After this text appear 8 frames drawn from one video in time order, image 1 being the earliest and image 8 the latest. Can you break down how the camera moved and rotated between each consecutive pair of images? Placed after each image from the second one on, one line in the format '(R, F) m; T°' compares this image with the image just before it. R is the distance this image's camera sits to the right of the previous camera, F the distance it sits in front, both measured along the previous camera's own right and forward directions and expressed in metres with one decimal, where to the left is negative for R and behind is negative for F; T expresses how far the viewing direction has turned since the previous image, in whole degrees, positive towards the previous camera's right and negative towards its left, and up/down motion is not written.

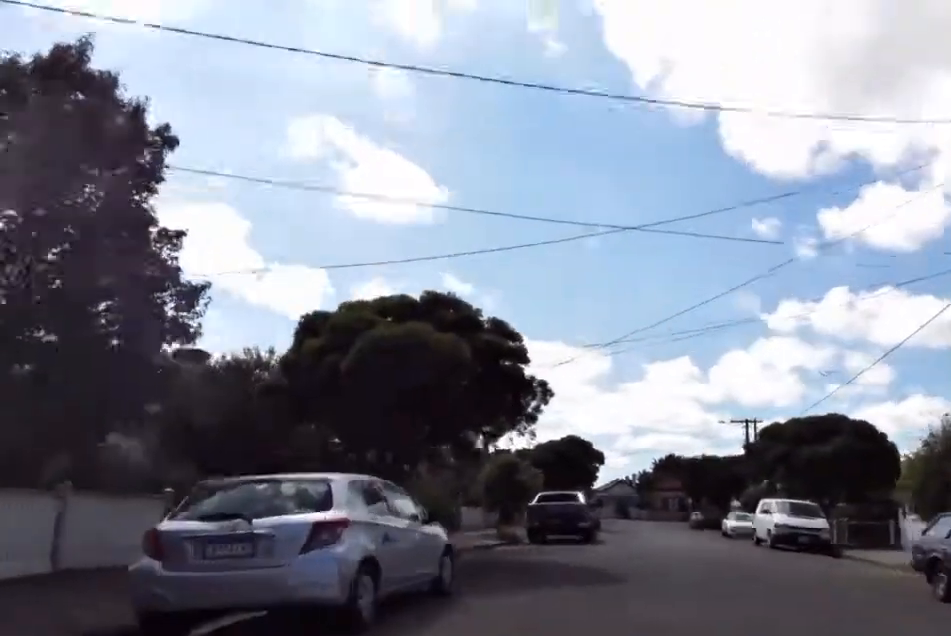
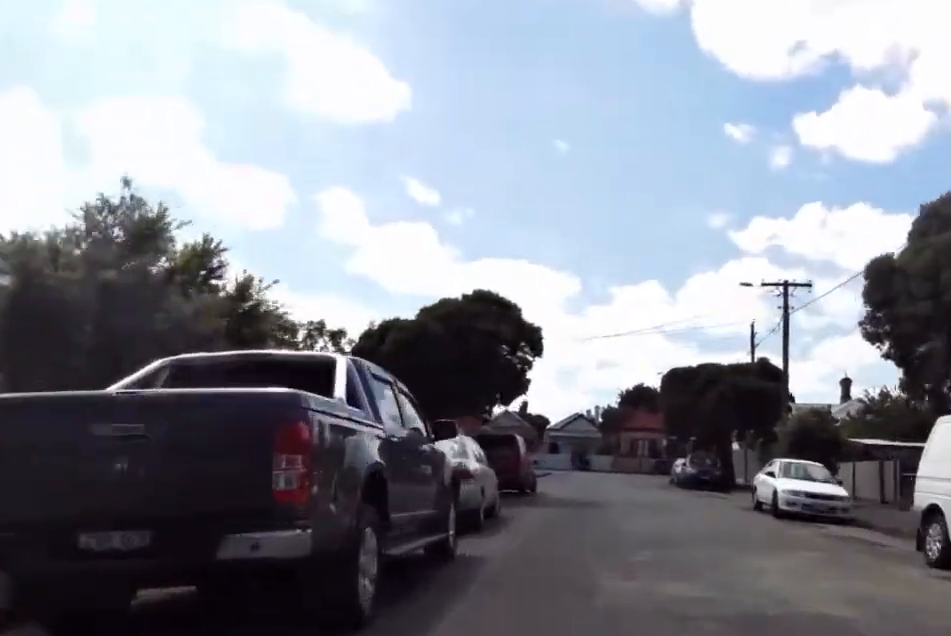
(+0.1, +18.0) m; -1°
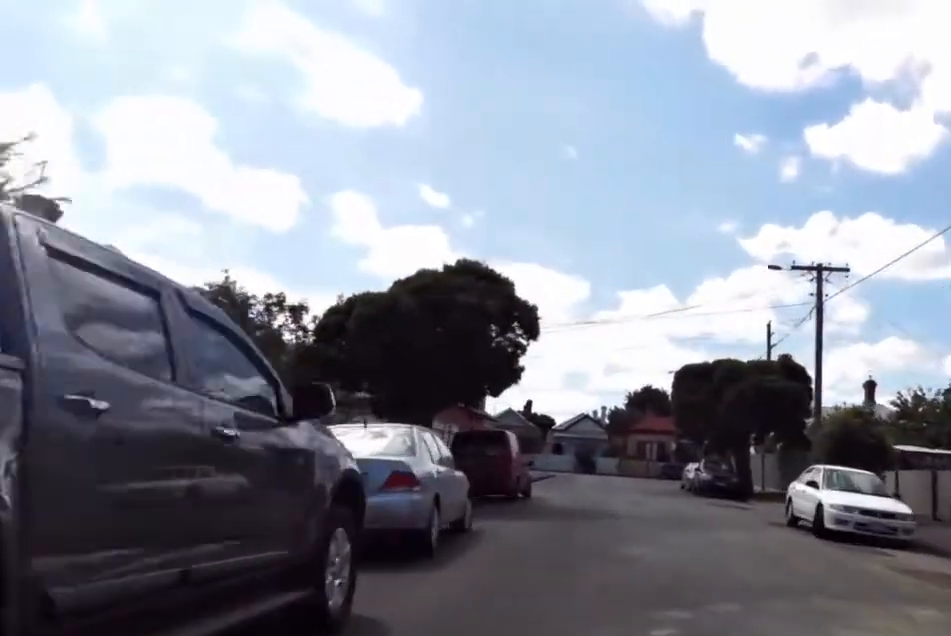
(0.0, +3.3) m; -2°
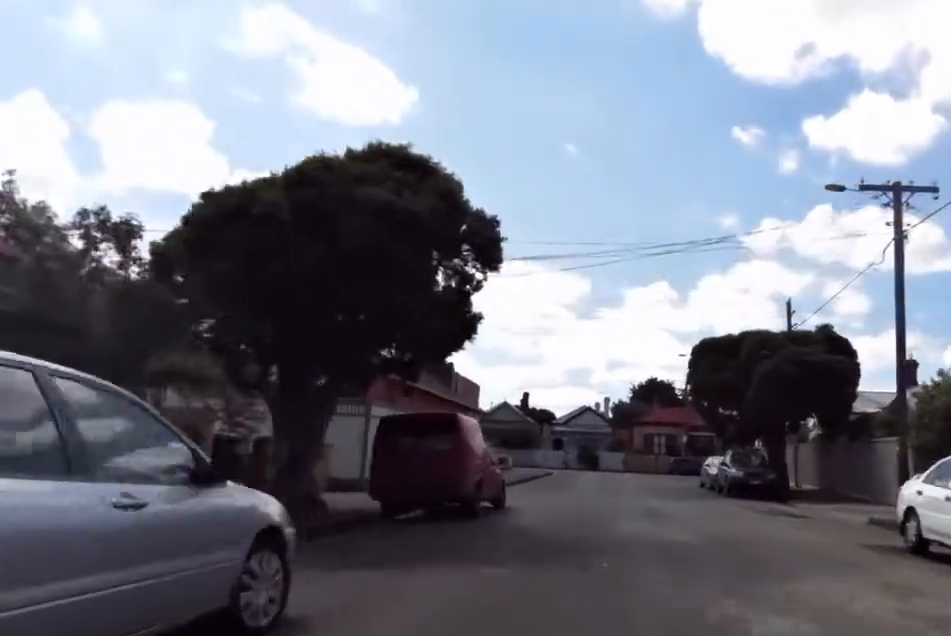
(-0.3, +6.6) m; +1°
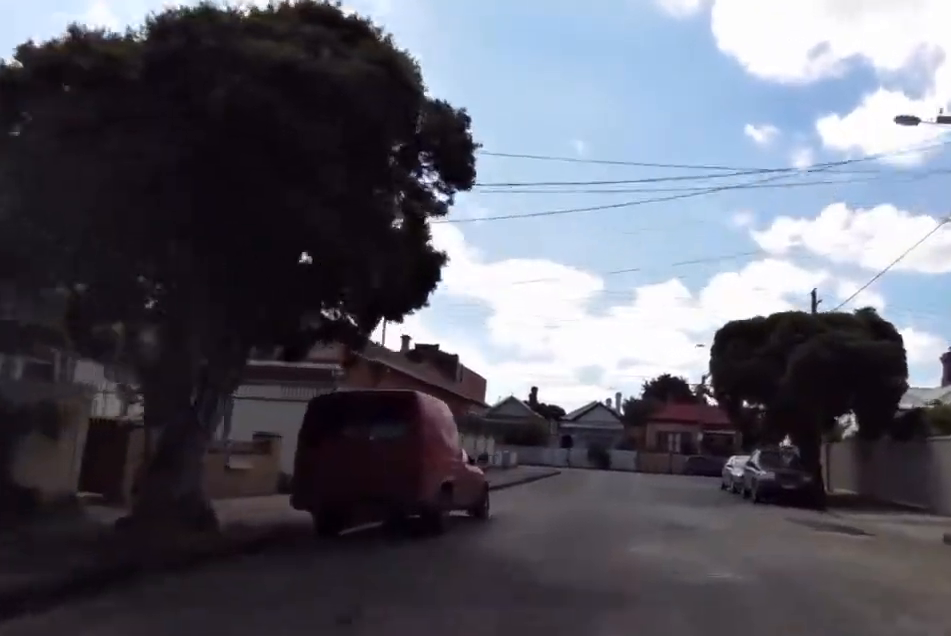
(-0.4, +3.5) m; +2°
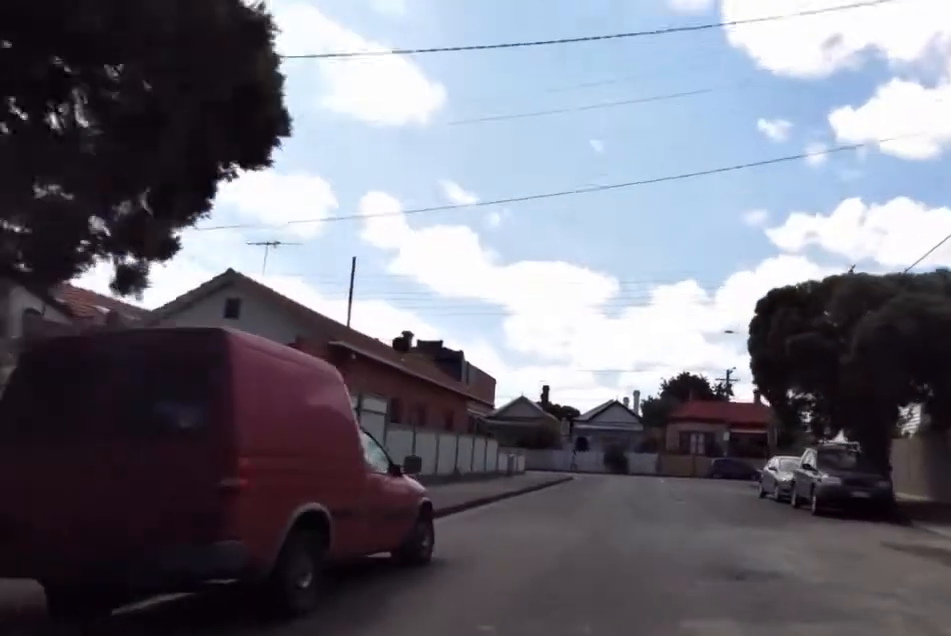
(+0.8, +4.7) m; +1°
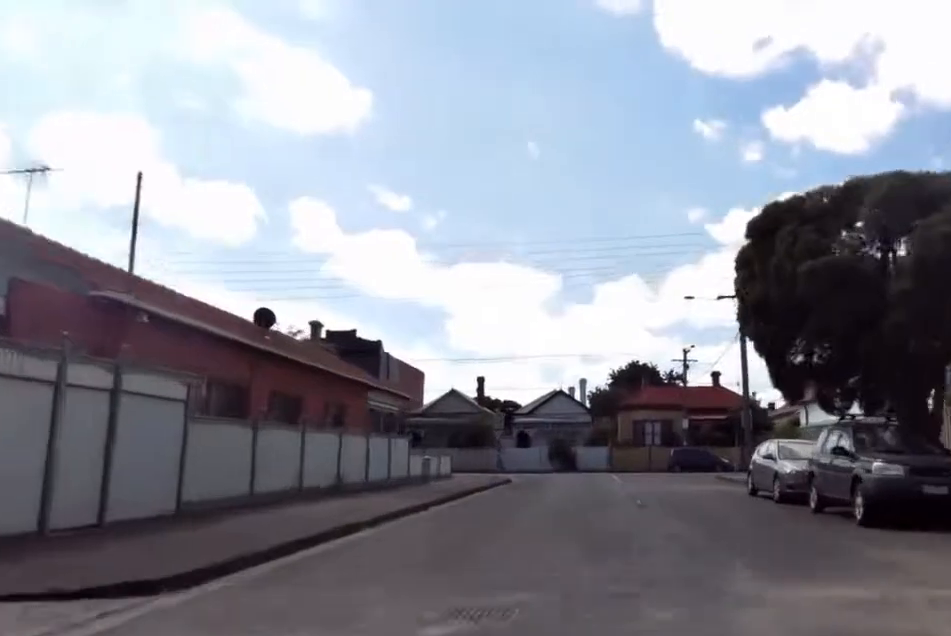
(-0.2, +6.5) m; +1°
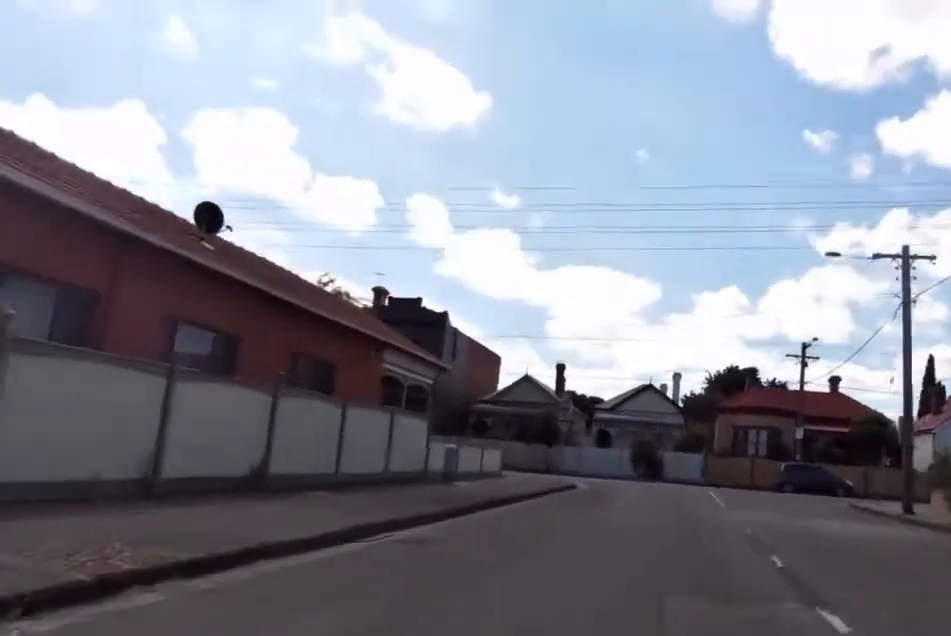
(+0.5, +8.3) m; 0°
